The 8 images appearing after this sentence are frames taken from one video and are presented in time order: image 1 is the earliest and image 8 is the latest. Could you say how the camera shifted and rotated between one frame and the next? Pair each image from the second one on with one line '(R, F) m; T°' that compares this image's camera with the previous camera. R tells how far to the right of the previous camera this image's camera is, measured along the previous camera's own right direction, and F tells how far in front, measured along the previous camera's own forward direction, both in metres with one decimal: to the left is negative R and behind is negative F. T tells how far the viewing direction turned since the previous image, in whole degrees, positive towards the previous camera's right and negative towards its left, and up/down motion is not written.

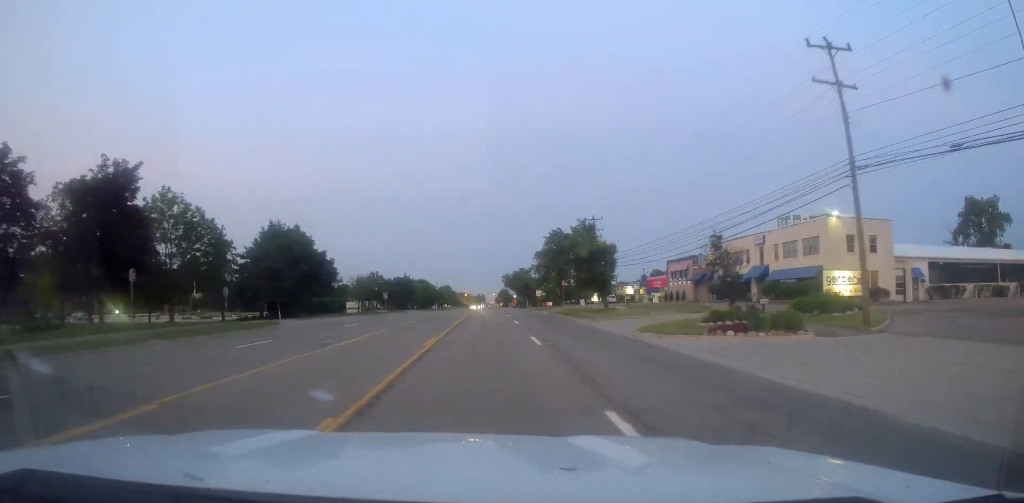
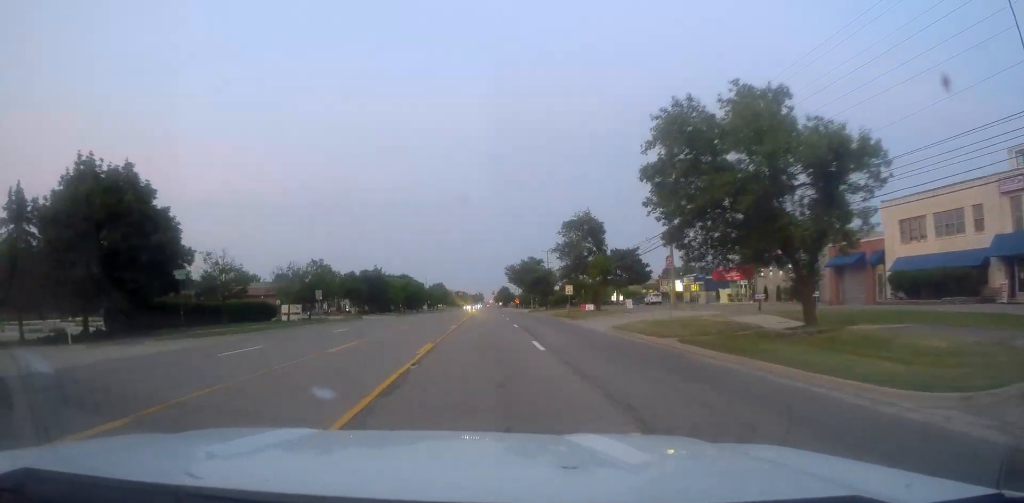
(-0.8, +32.9) m; 0°
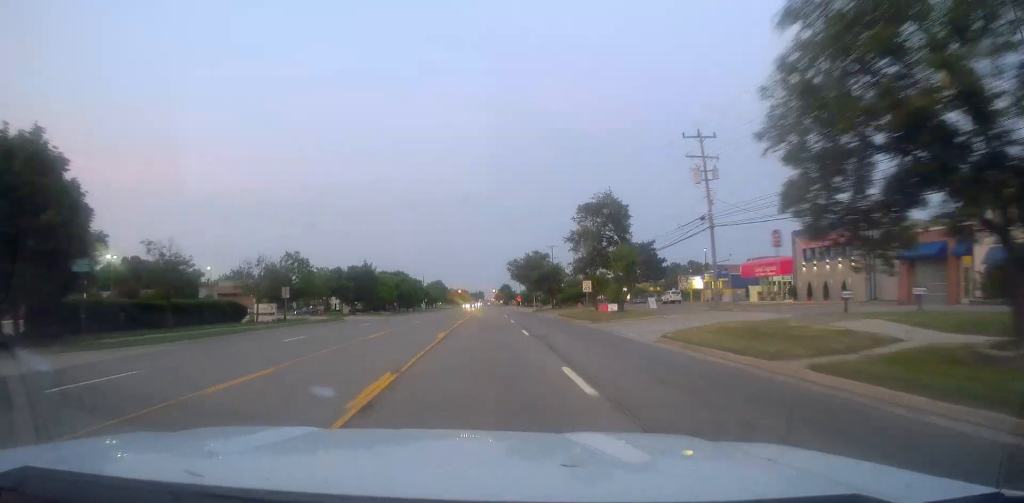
(0.0, +8.9) m; +1°
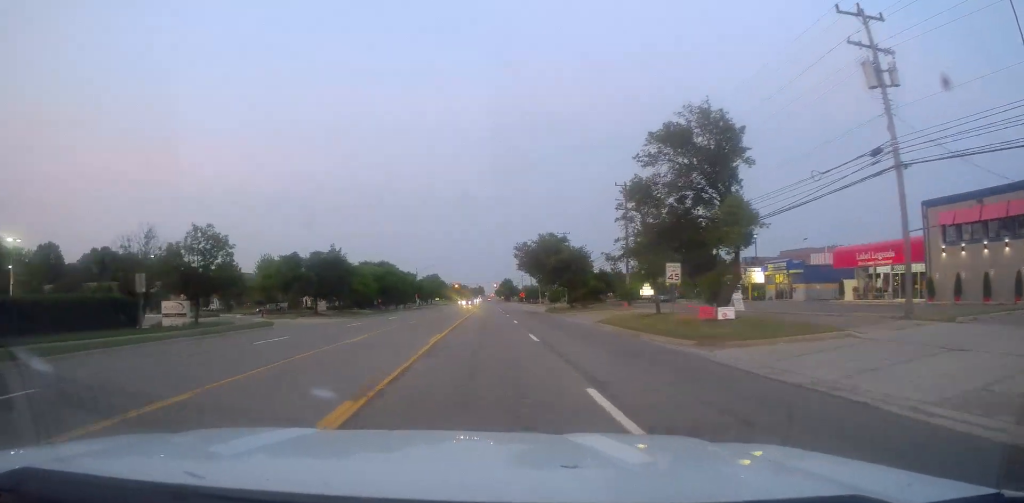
(+0.4, +19.2) m; 0°
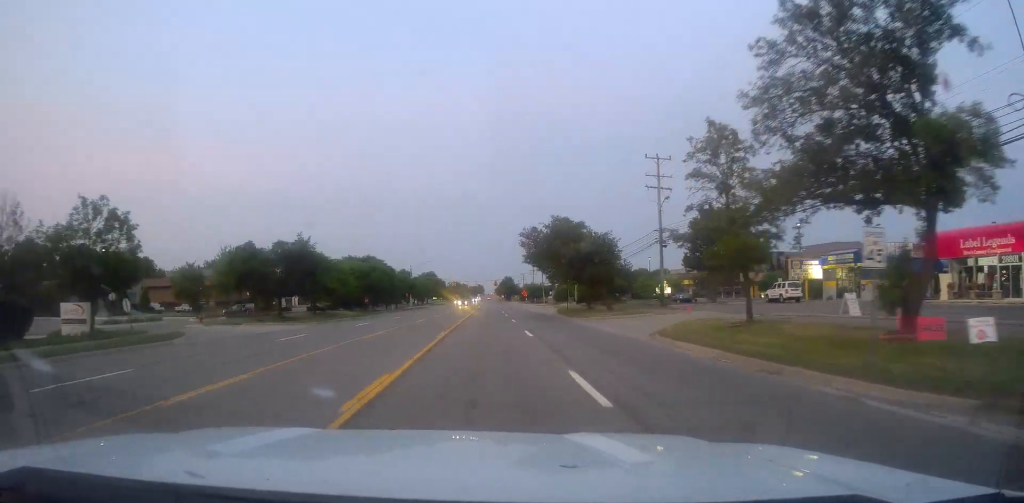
(-0.2, +12.4) m; 0°
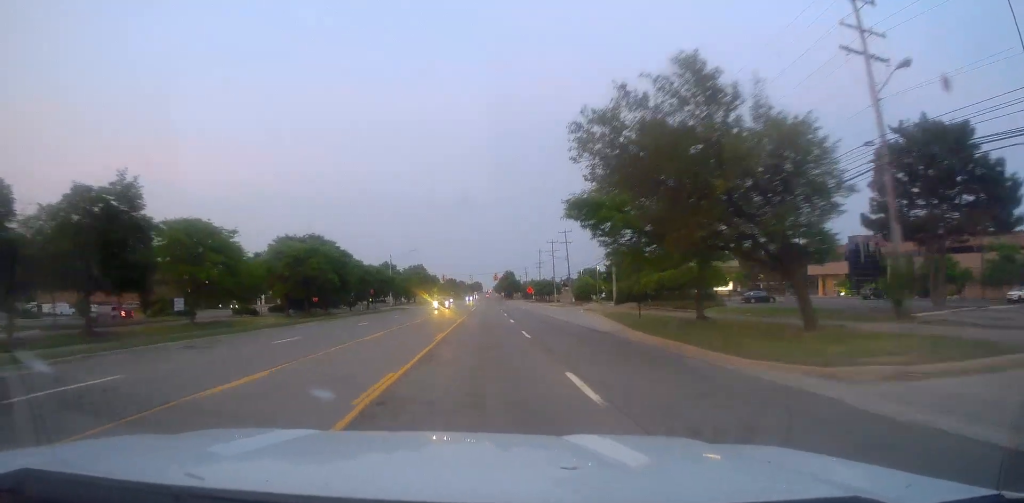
(+0.2, +30.6) m; 0°
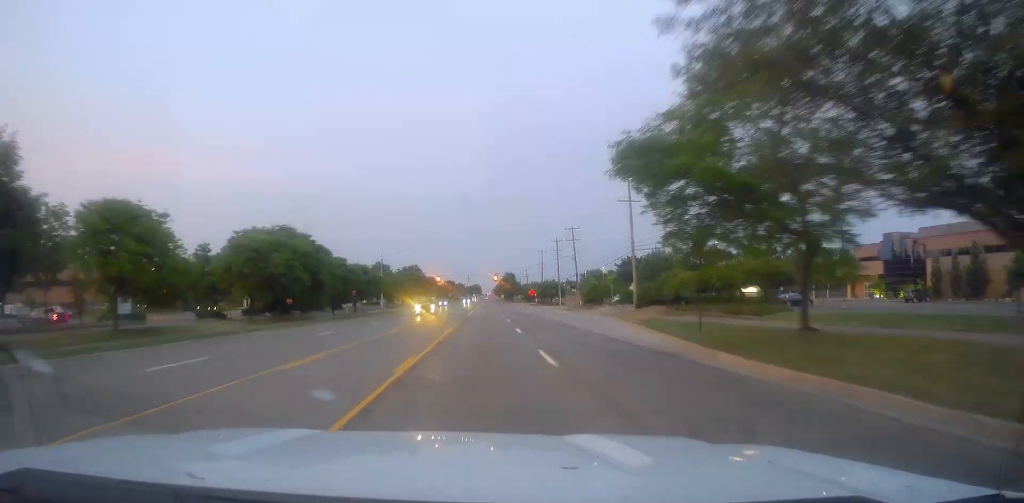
(-0.1, +9.8) m; 0°
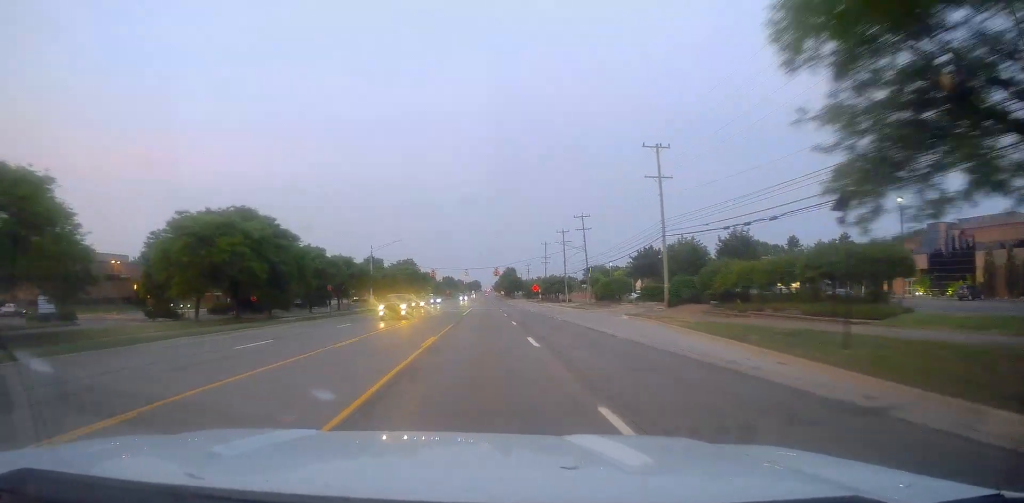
(-0.3, +10.4) m; -1°
